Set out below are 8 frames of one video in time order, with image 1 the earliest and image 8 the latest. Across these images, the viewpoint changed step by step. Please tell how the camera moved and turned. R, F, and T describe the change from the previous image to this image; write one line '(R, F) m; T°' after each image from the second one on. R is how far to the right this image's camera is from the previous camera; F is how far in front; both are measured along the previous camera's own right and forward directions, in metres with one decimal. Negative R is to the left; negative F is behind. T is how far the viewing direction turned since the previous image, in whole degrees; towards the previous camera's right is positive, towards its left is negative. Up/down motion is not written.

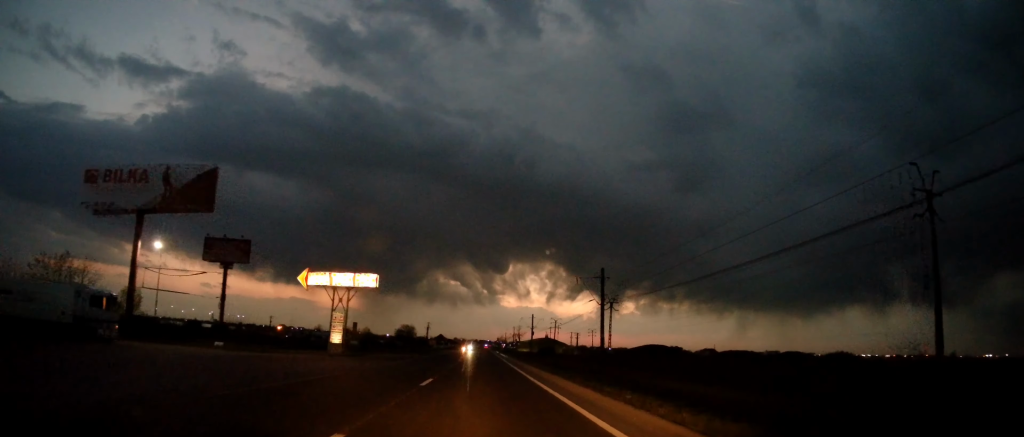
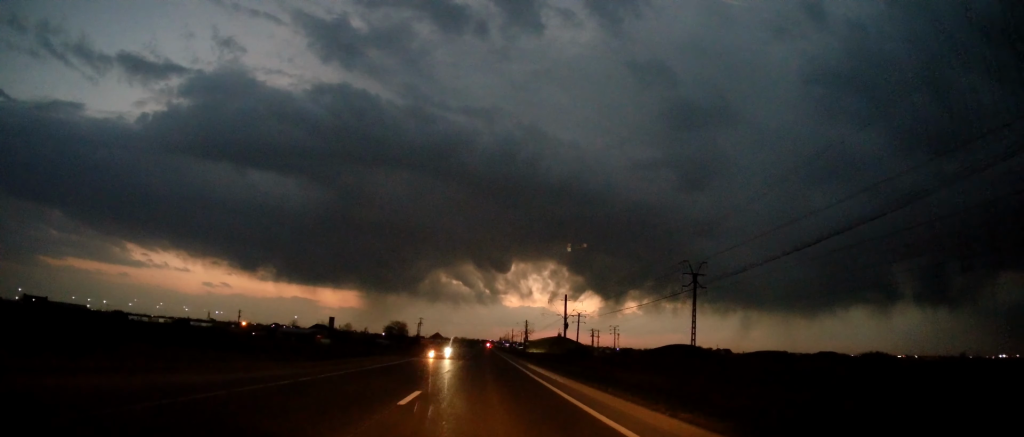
(0.0, +41.5) m; +1°
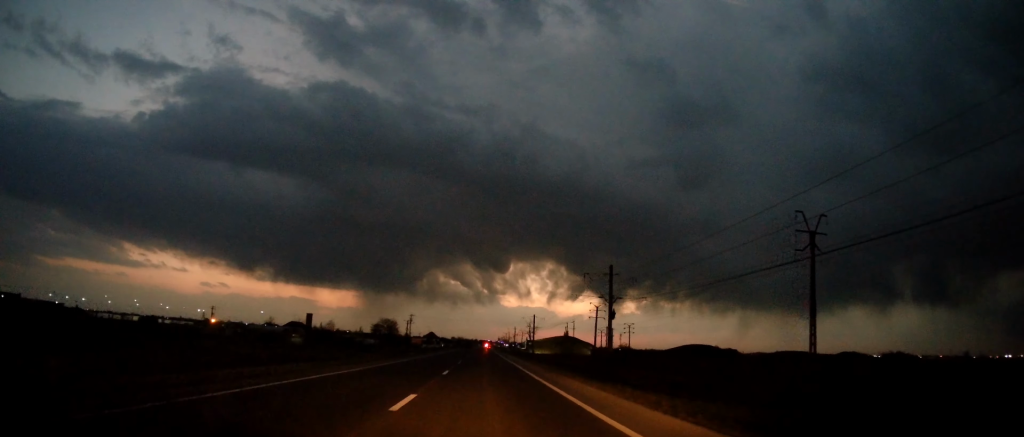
(+0.4, +26.1) m; 0°
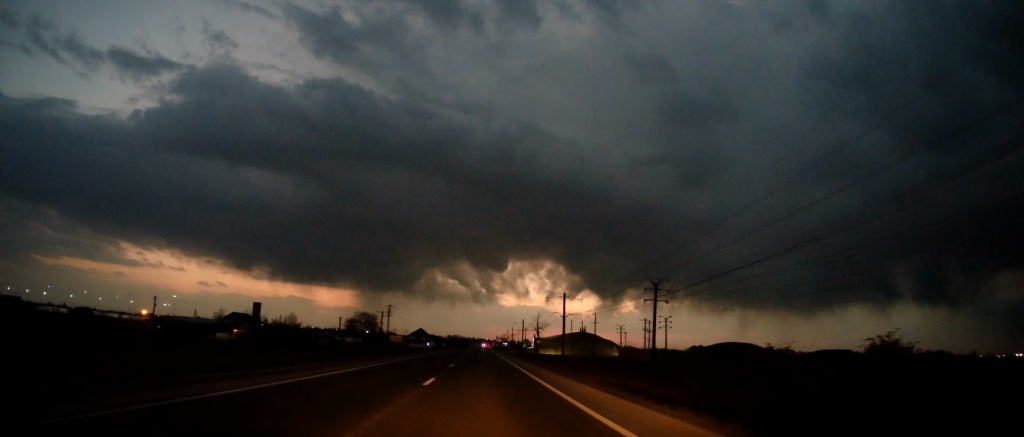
(-0.2, +42.3) m; 0°
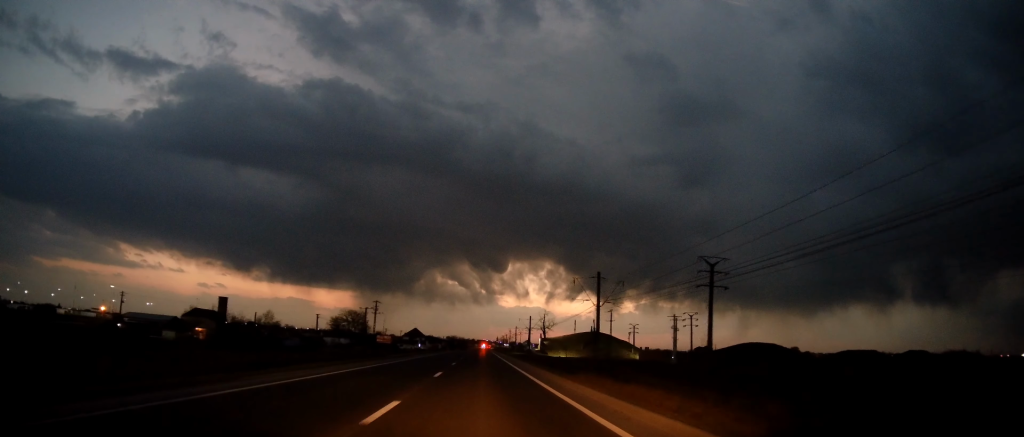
(+0.4, +19.7) m; 0°
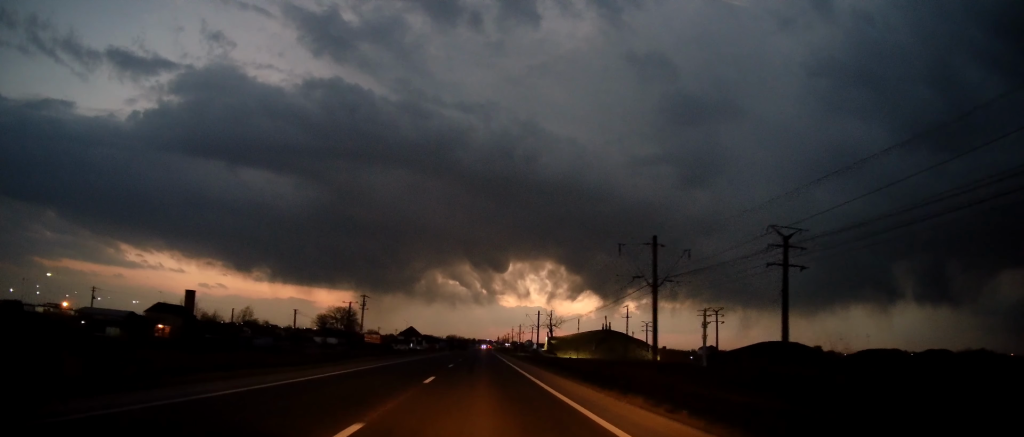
(-0.4, +15.2) m; -1°
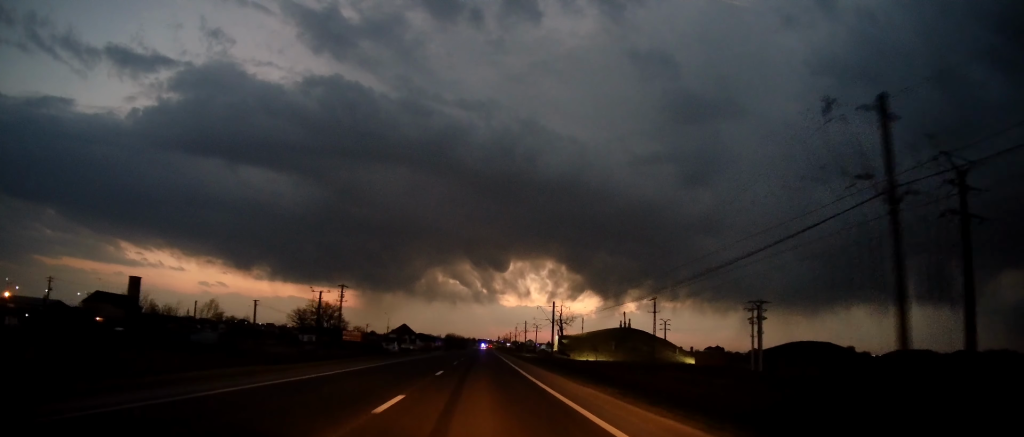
(-0.2, +19.7) m; -1°
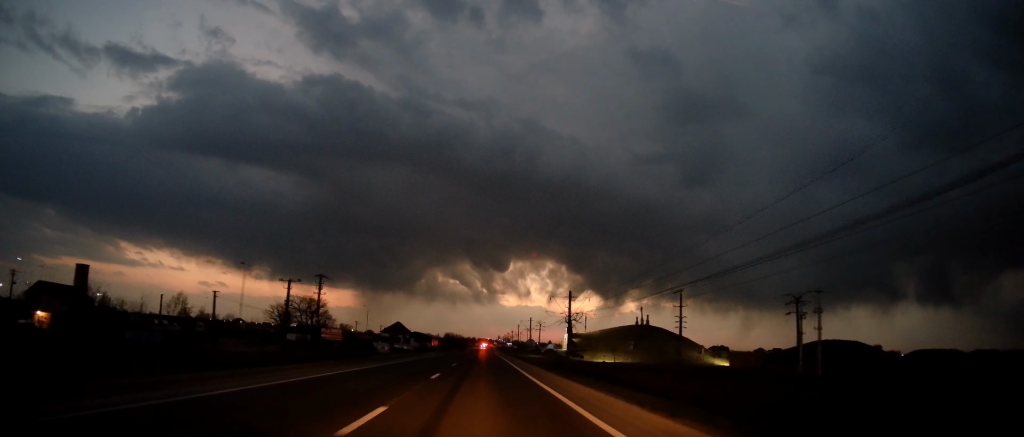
(0.0, +14.4) m; 0°
